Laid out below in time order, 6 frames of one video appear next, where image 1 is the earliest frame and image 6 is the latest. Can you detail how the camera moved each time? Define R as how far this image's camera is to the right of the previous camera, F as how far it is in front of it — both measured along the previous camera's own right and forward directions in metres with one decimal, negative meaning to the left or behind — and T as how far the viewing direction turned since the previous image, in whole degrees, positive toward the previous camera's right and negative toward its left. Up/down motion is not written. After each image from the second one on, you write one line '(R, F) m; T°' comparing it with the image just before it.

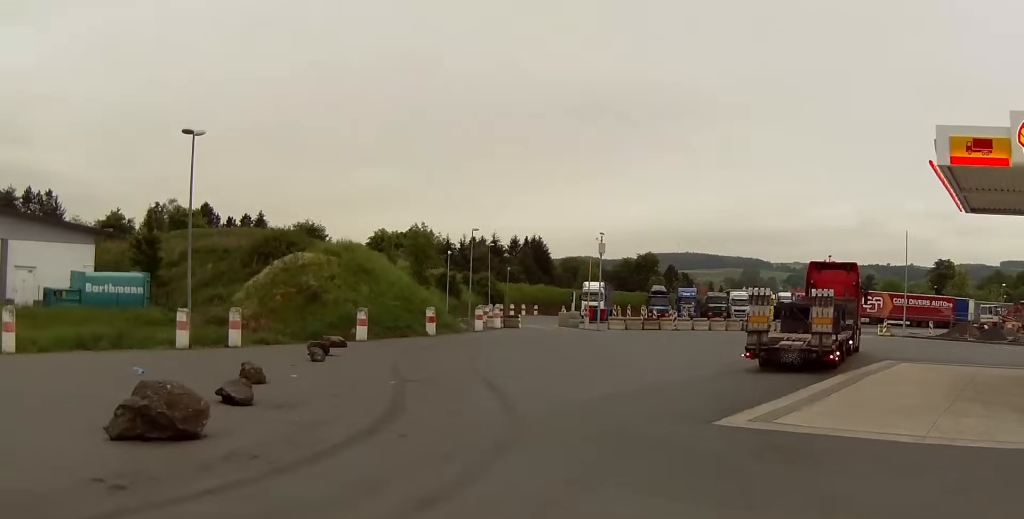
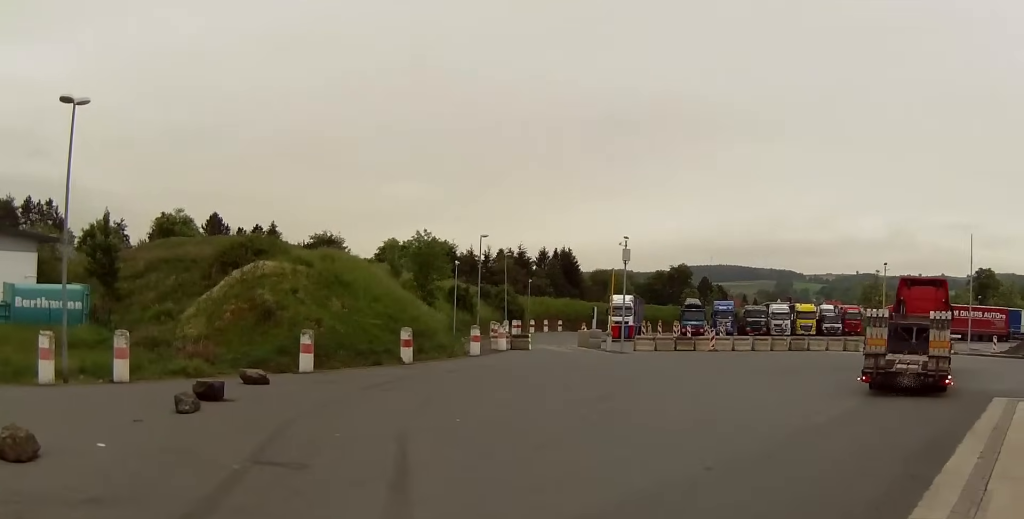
(+0.1, +9.2) m; 0°
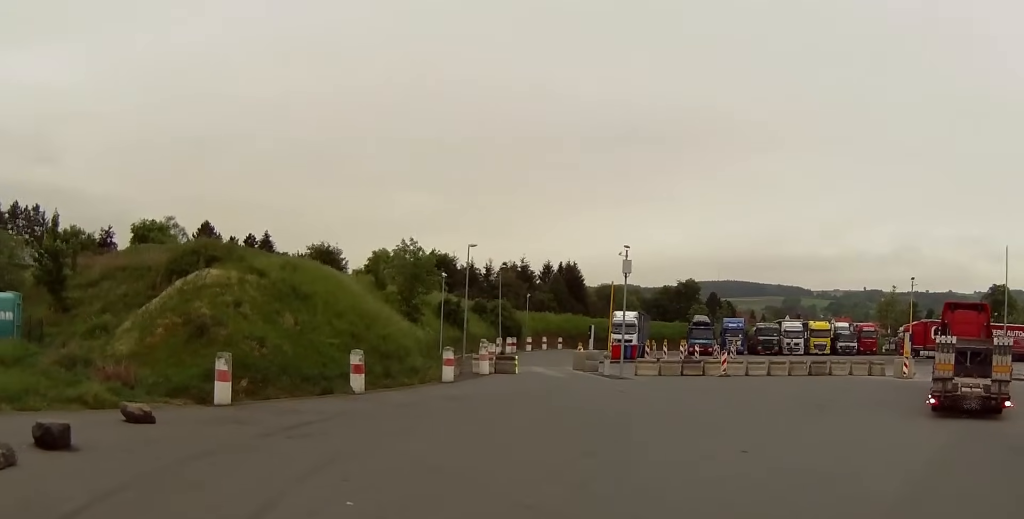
(-0.1, +6.5) m; -2°
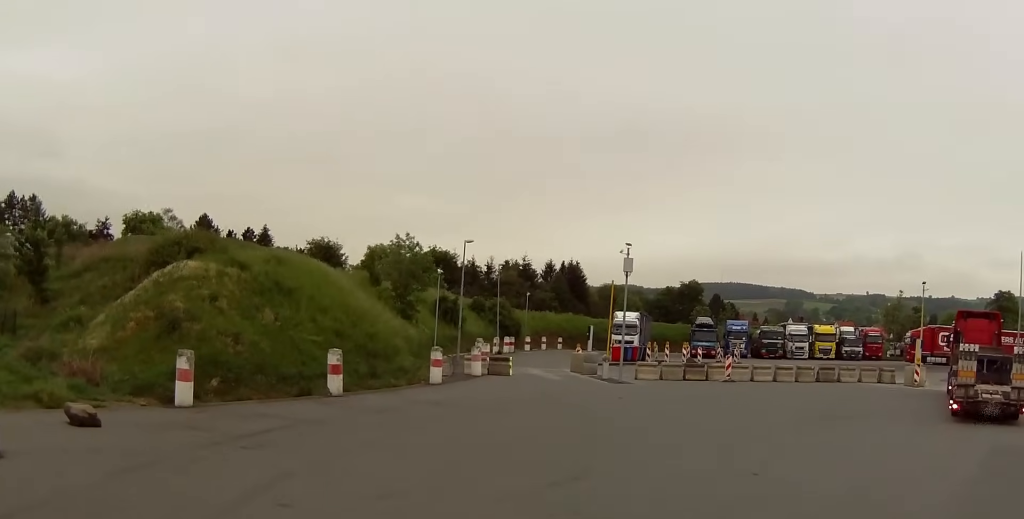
(0.0, +2.4) m; -3°
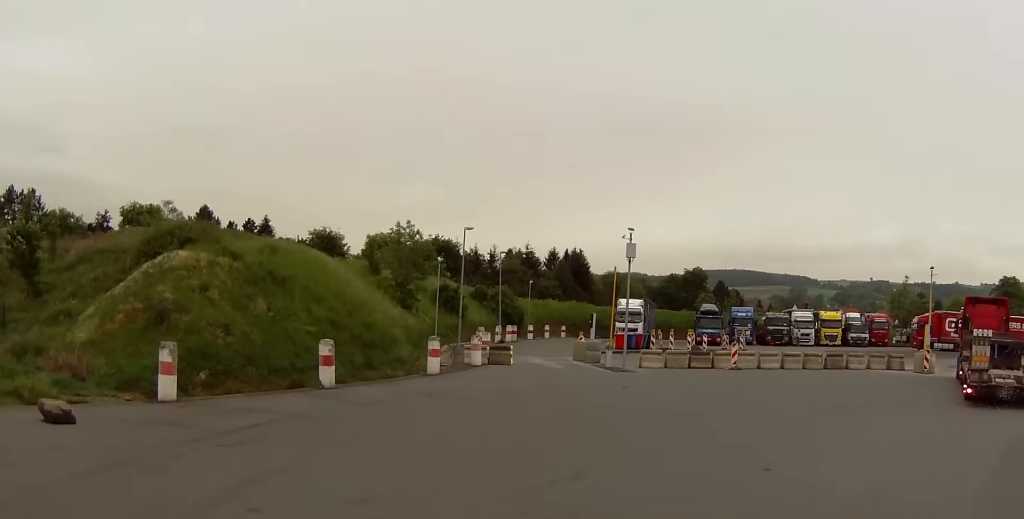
(0.0, +1.1) m; -2°
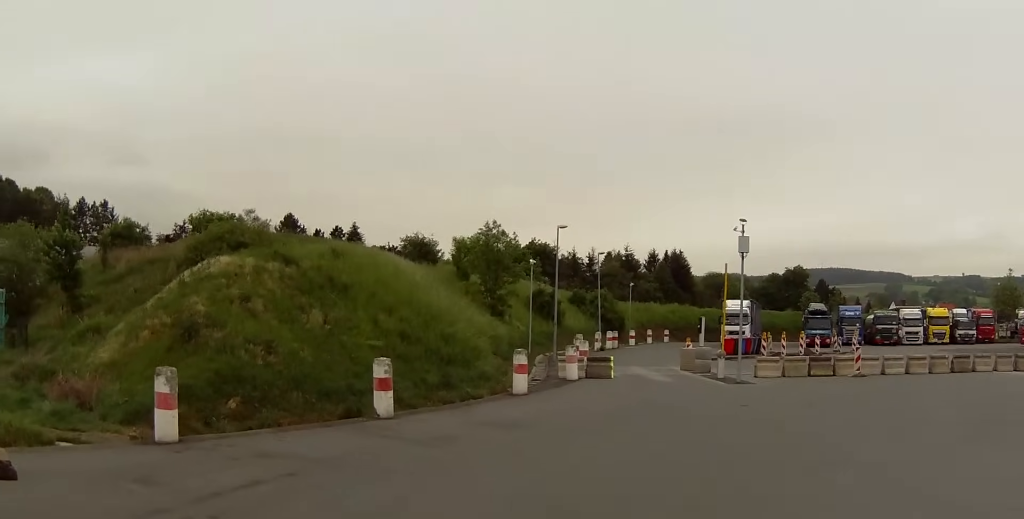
(-0.4, +4.7) m; -10°
